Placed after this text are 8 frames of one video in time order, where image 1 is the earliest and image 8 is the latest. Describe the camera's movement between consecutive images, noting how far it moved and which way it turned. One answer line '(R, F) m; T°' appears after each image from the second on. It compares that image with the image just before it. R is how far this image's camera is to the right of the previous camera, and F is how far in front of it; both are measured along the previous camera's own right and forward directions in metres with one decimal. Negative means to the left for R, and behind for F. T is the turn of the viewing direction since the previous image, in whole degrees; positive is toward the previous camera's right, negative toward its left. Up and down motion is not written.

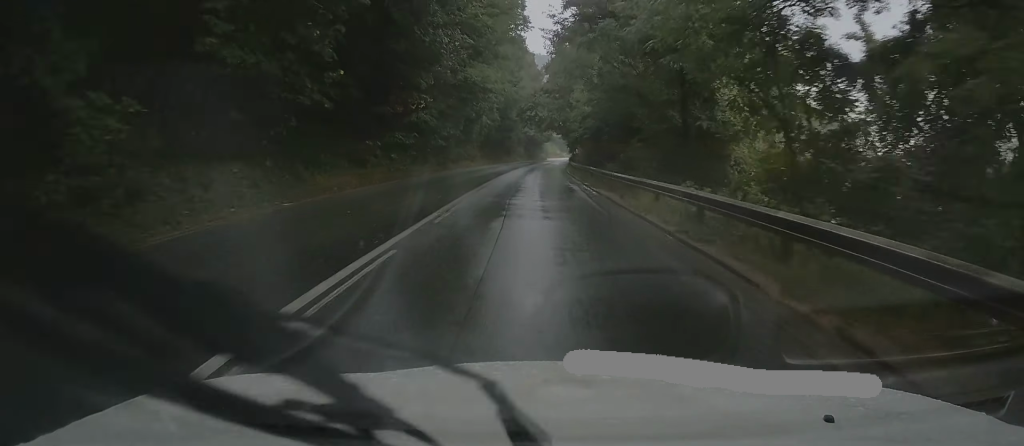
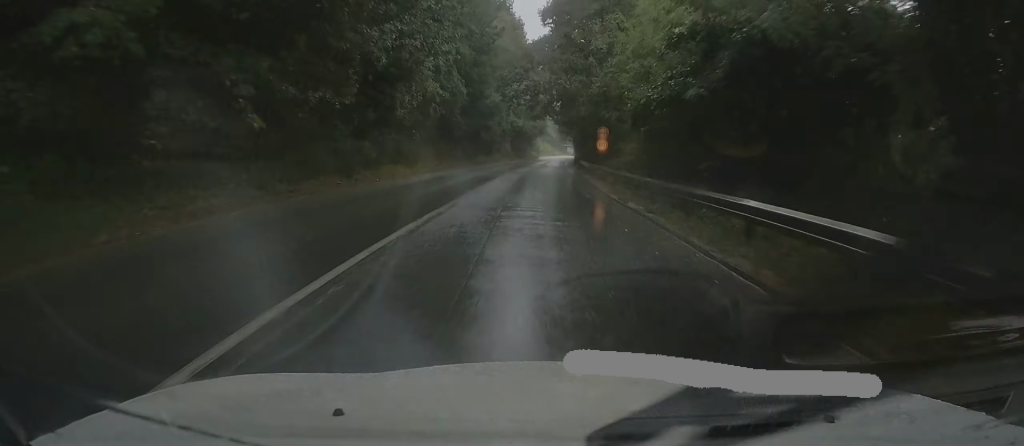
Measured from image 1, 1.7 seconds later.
(+0.2, +29.5) m; +1°
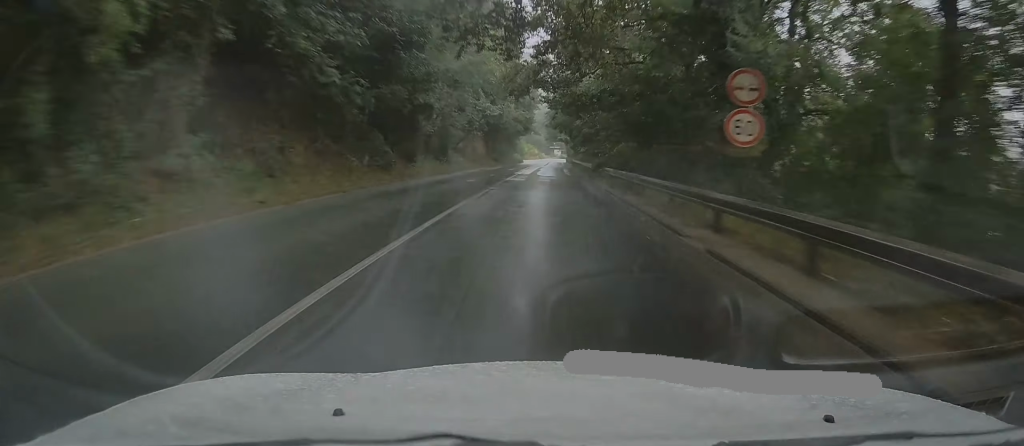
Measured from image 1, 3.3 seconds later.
(-0.1, +28.4) m; +2°
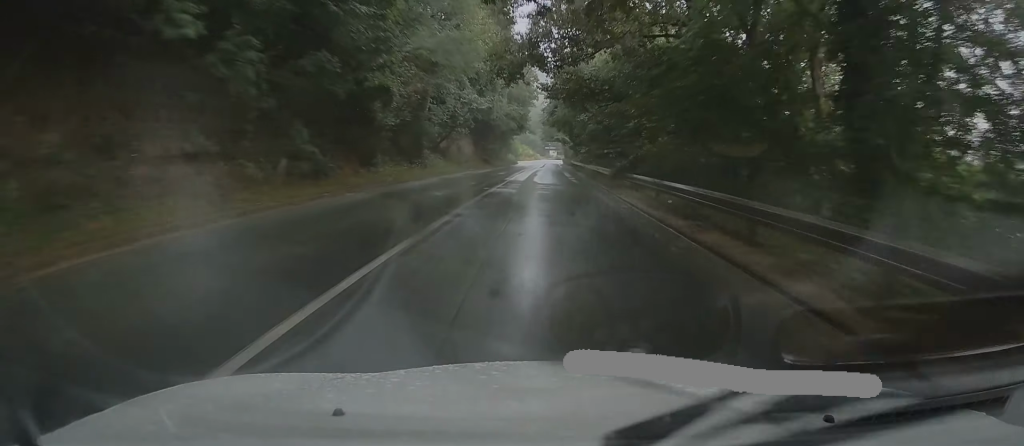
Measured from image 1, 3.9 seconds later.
(+0.3, +9.1) m; +1°
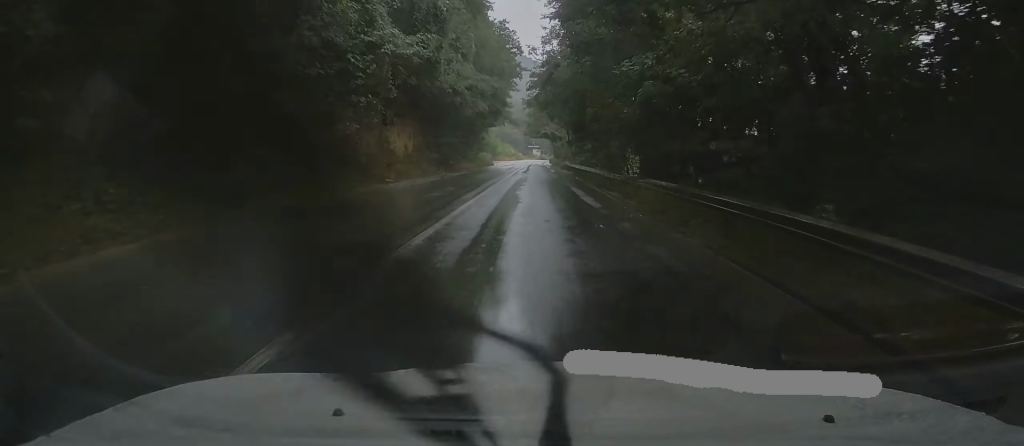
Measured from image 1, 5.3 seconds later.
(+0.4, +25.4) m; +1°
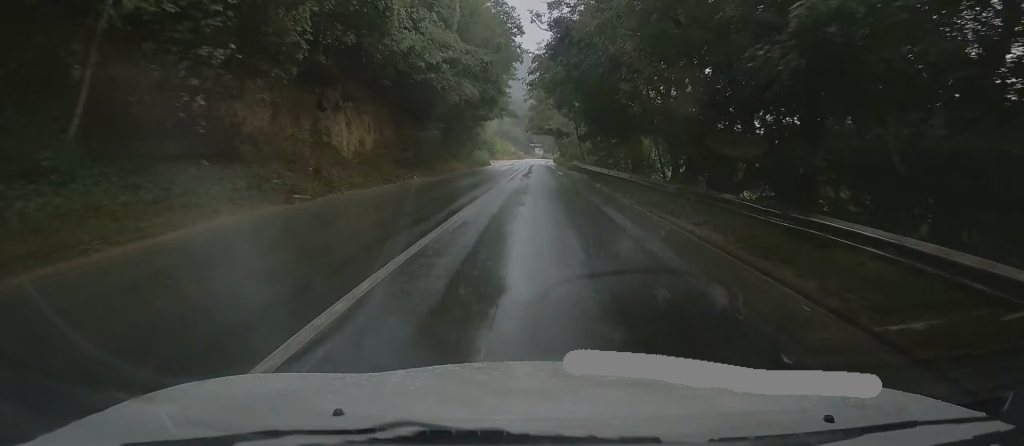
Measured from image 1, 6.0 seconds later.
(+0.1, +10.9) m; 0°
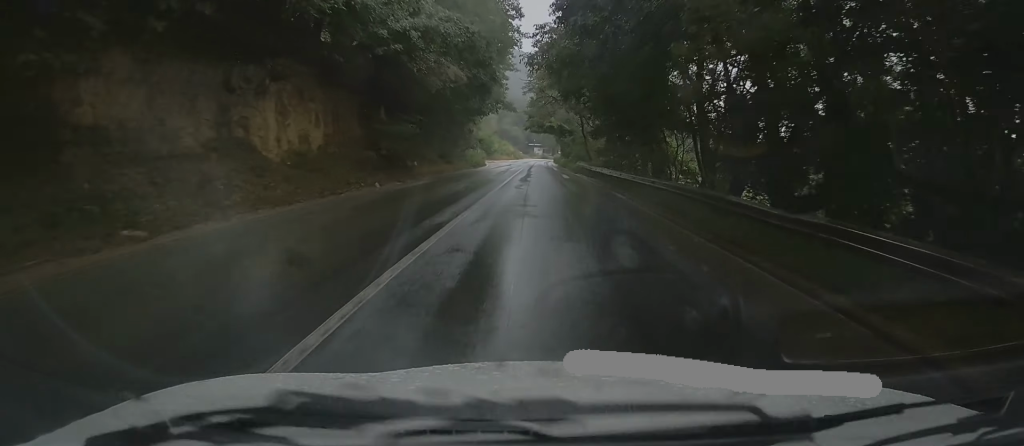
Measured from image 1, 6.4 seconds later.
(+0.1, +7.4) m; 0°
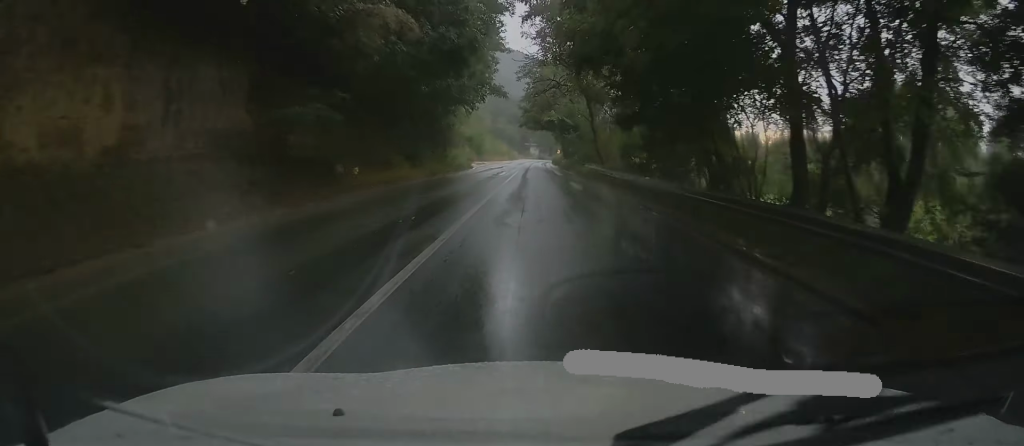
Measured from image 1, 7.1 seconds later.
(-0.1, +12.0) m; 0°
